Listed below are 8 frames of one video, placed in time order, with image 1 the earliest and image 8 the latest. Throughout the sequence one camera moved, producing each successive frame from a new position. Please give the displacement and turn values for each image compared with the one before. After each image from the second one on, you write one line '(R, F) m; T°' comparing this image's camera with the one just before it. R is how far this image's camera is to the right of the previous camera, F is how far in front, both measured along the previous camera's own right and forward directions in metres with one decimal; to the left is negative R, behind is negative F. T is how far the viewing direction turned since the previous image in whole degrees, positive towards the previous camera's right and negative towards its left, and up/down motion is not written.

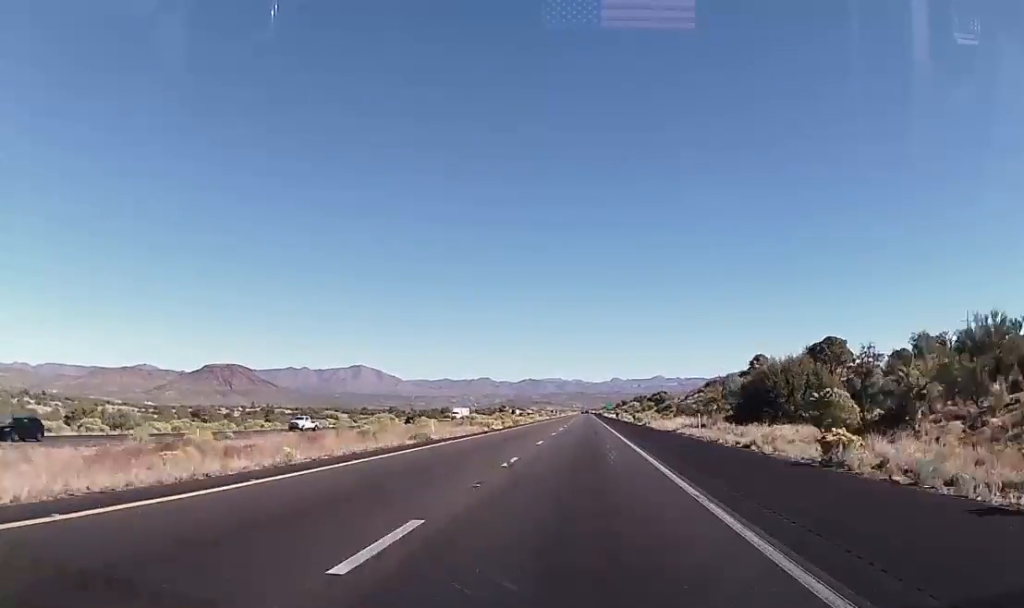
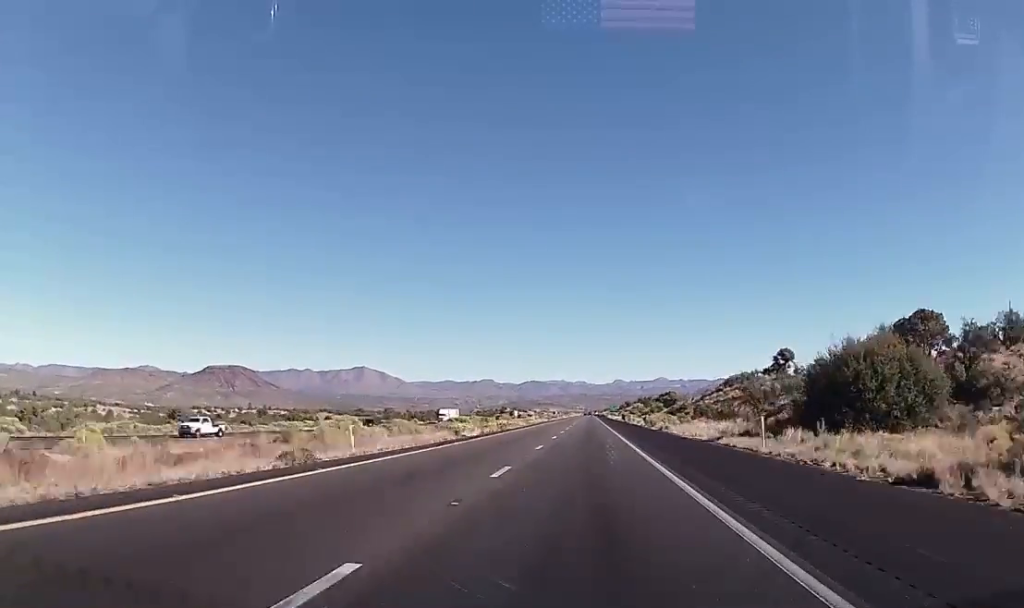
(-0.1, +15.1) m; 0°
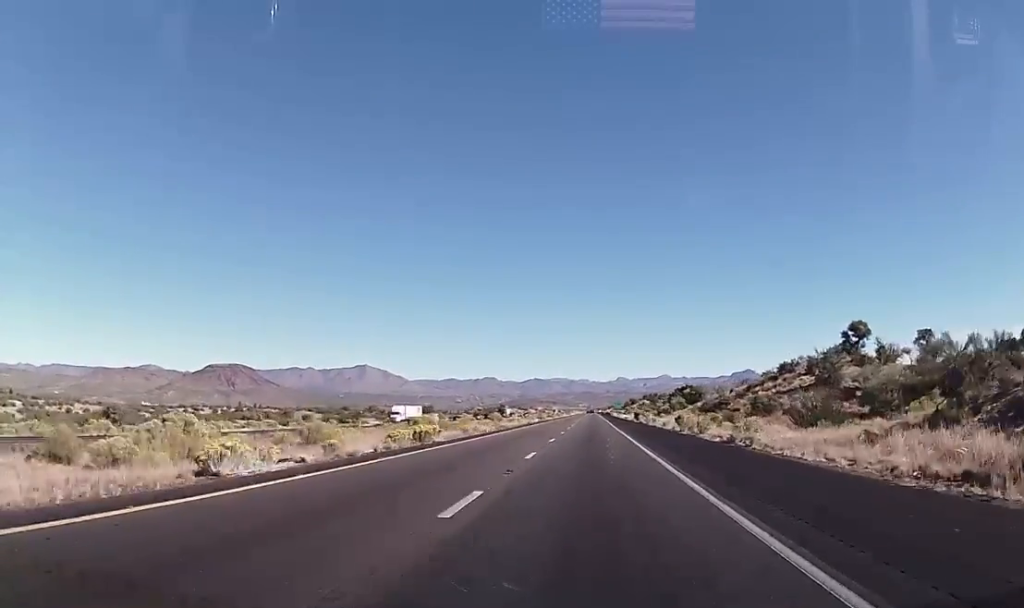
(+0.4, +31.4) m; 0°
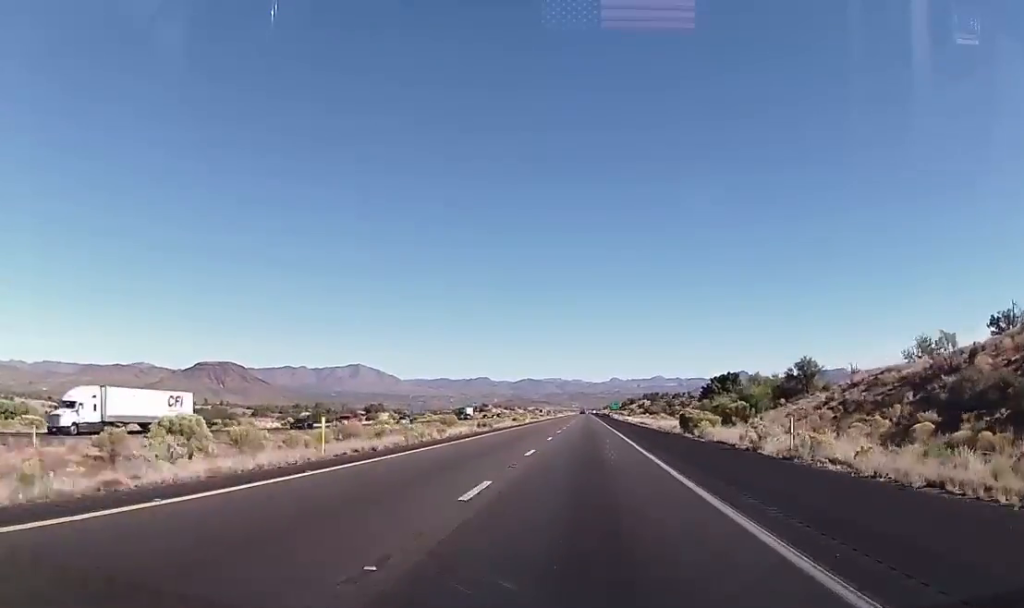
(-0.7, +60.1) m; 0°
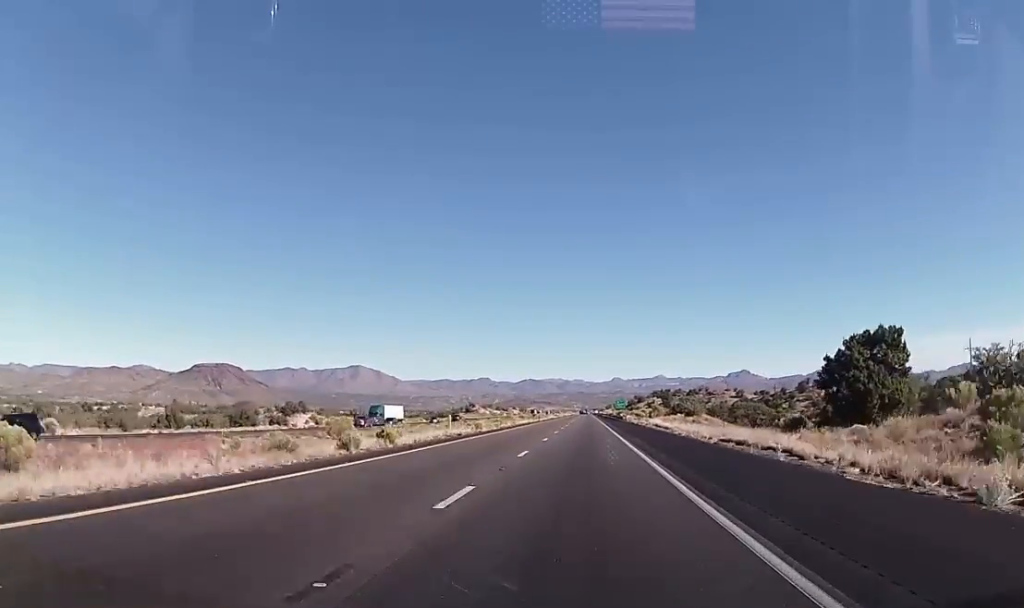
(+0.6, +62.8) m; 0°
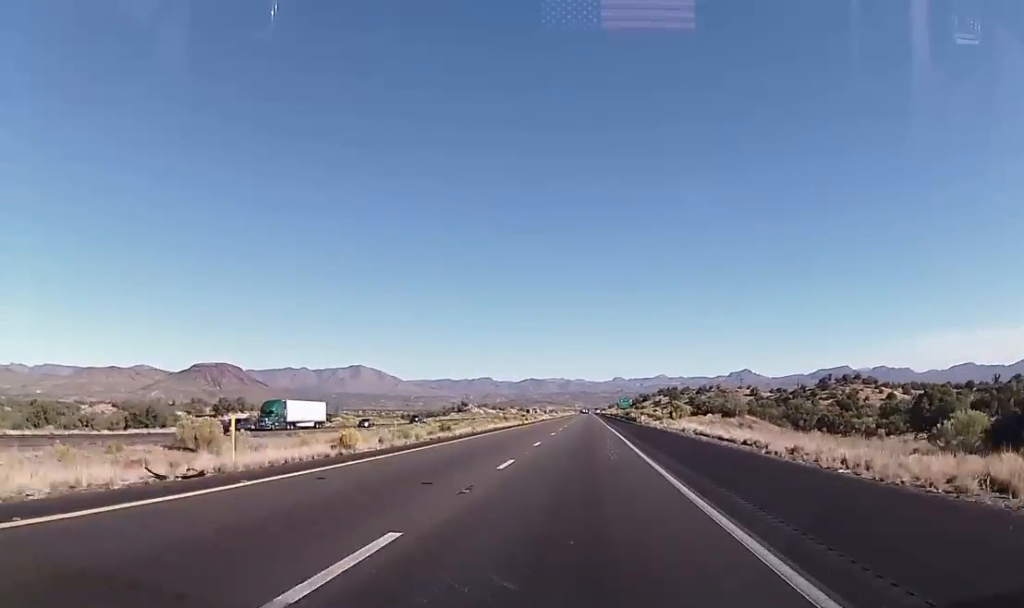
(-0.5, +30.1) m; 0°
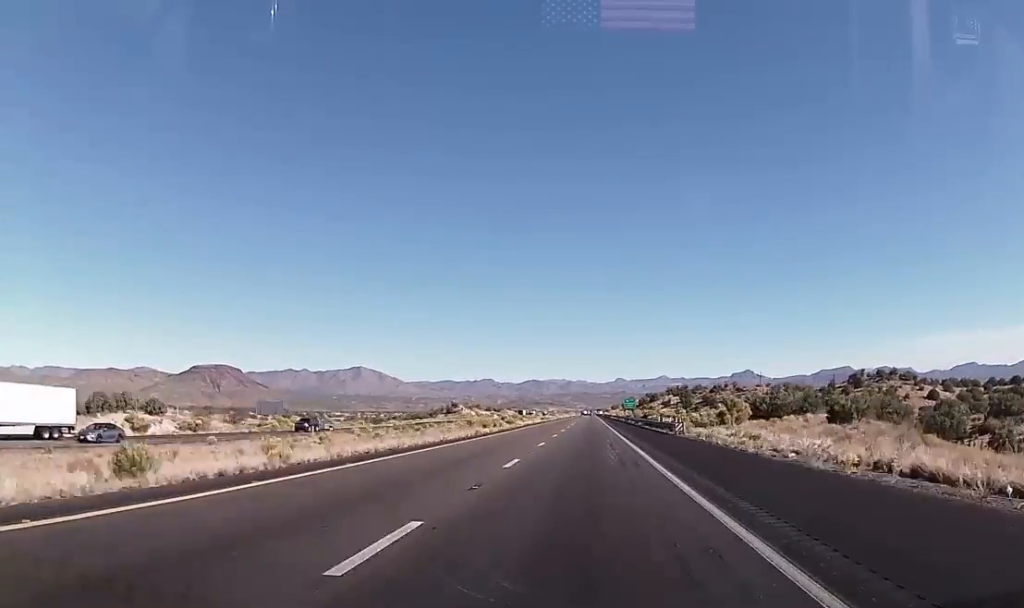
(+0.5, +36.6) m; 0°
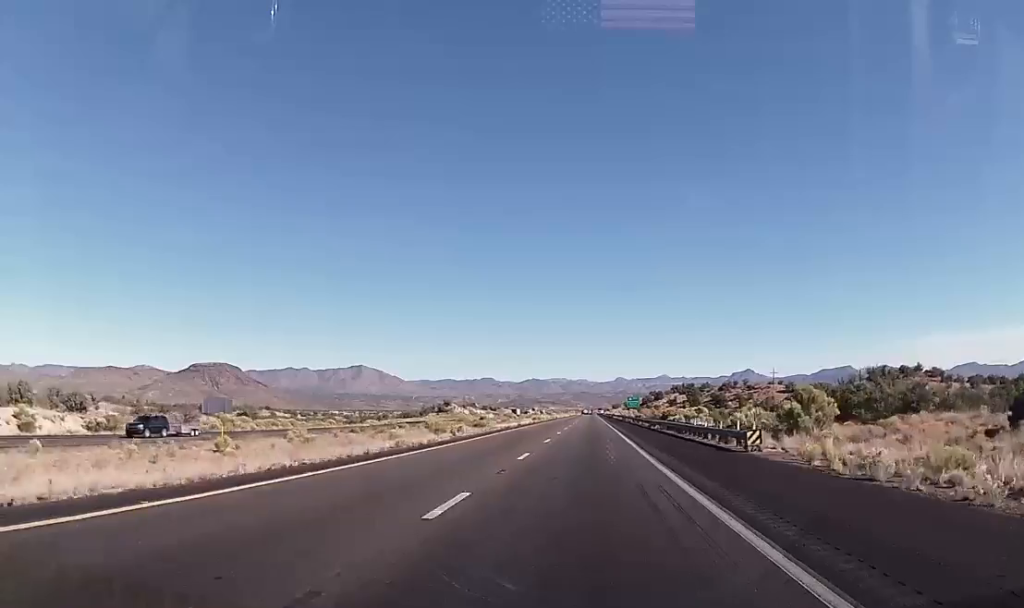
(-0.2, +21.3) m; 0°
